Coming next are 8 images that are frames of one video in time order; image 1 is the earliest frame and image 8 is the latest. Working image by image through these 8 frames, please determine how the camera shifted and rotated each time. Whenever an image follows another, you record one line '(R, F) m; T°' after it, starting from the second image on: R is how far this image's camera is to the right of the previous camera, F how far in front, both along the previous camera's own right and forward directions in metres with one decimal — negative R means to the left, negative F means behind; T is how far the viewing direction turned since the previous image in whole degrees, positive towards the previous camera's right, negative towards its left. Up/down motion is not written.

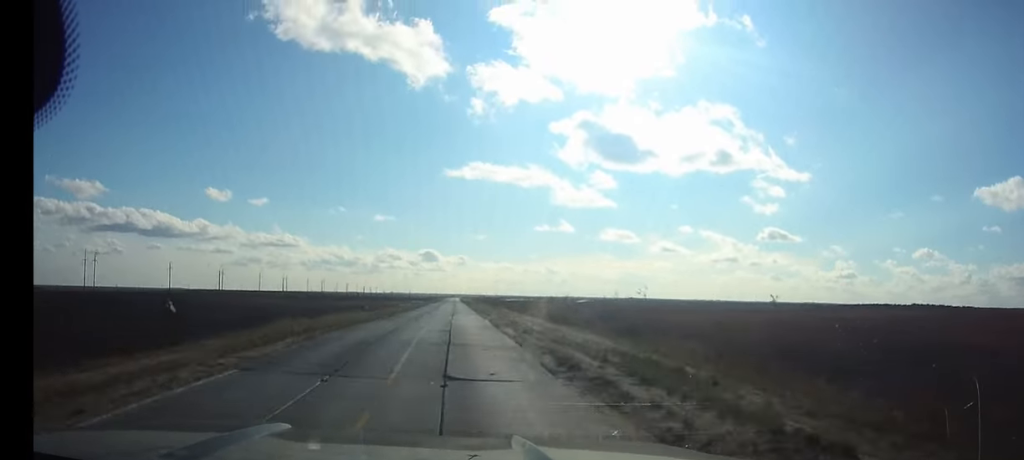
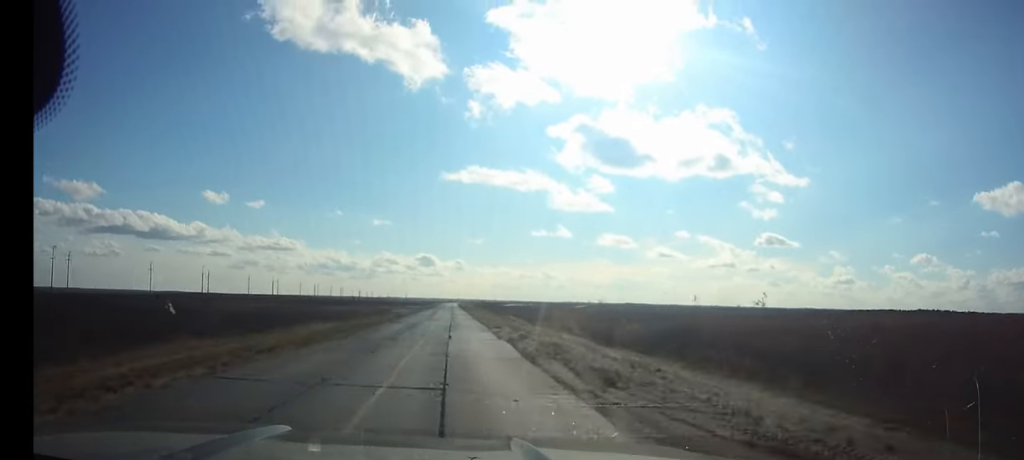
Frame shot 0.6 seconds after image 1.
(0.0, +12.4) m; 0°
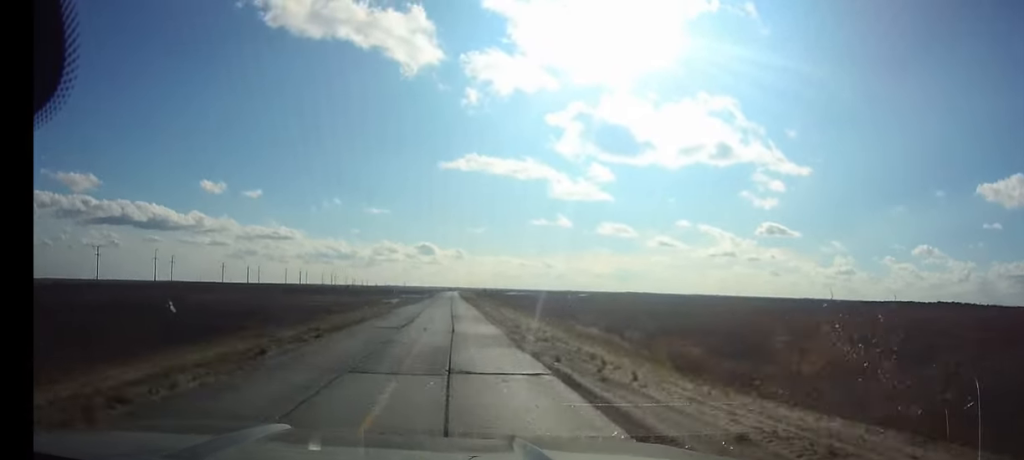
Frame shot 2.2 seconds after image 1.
(+0.1, +34.2) m; 0°
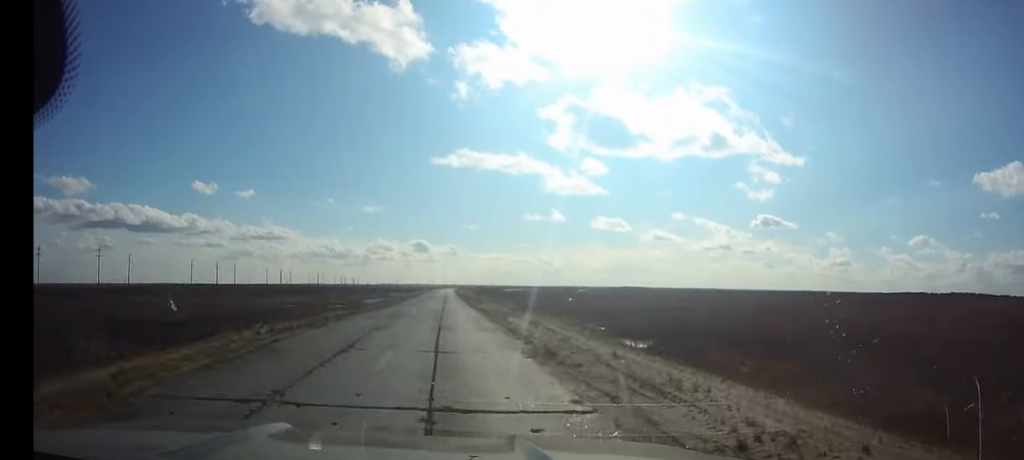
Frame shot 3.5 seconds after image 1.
(0.0, +27.7) m; 0°
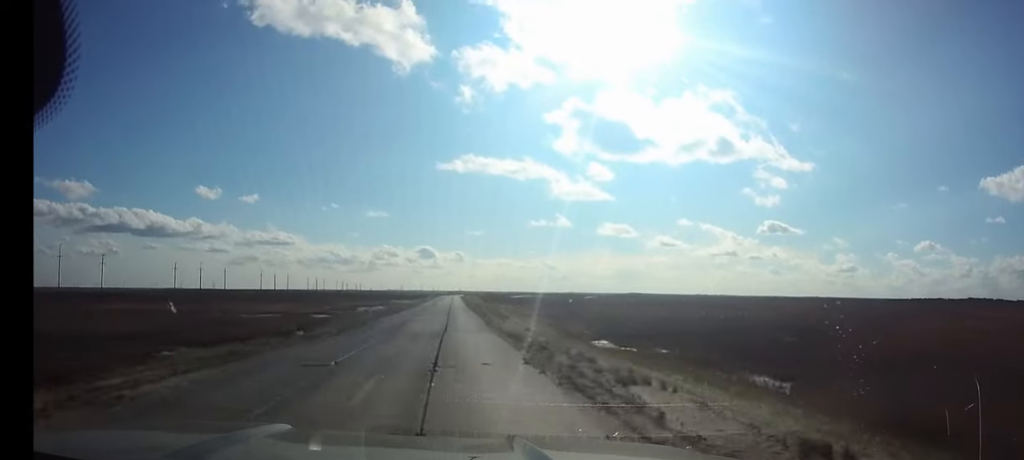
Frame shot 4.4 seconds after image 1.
(0.0, +19.0) m; 0°
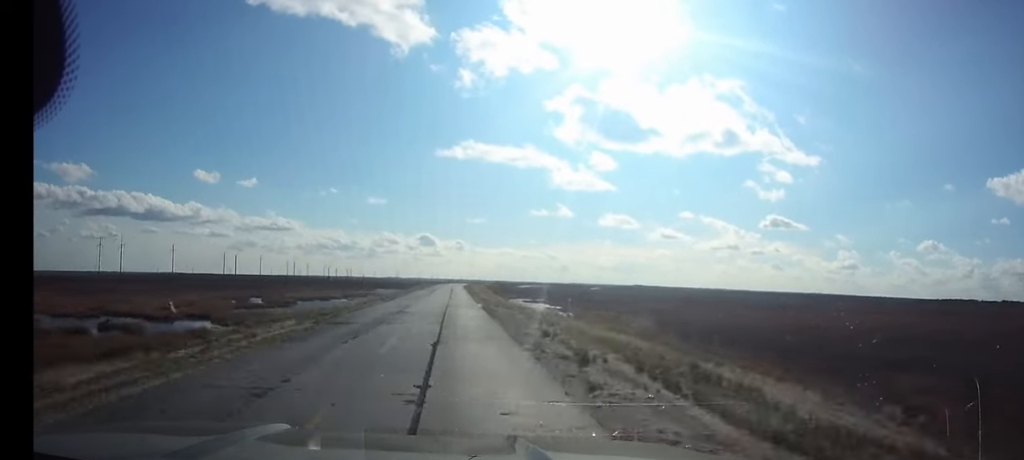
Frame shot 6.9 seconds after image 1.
(0.0, +51.5) m; 0°
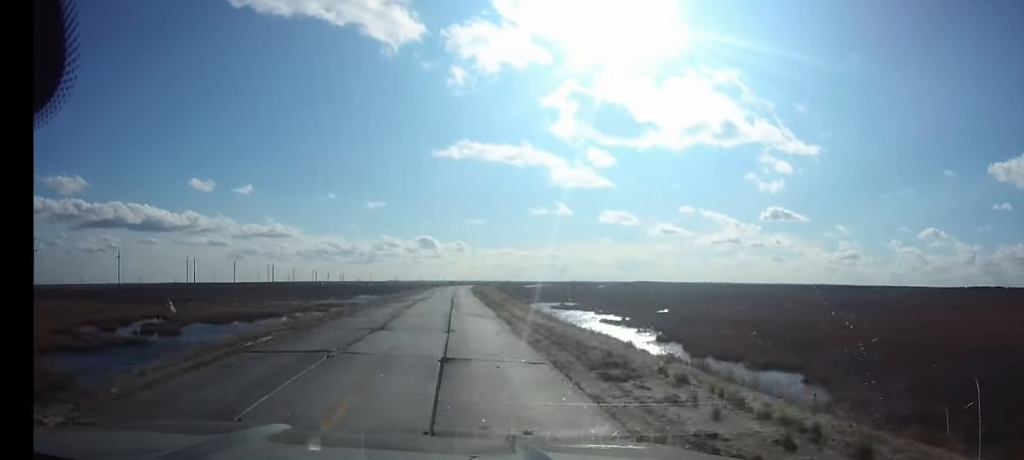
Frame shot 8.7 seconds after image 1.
(0.0, +37.2) m; 0°
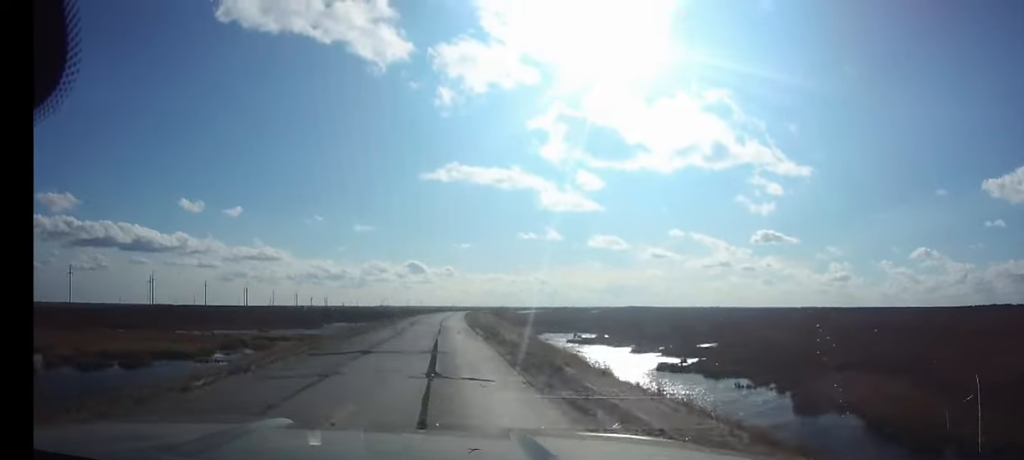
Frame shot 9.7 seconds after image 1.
(0.0, +22.3) m; 0°
